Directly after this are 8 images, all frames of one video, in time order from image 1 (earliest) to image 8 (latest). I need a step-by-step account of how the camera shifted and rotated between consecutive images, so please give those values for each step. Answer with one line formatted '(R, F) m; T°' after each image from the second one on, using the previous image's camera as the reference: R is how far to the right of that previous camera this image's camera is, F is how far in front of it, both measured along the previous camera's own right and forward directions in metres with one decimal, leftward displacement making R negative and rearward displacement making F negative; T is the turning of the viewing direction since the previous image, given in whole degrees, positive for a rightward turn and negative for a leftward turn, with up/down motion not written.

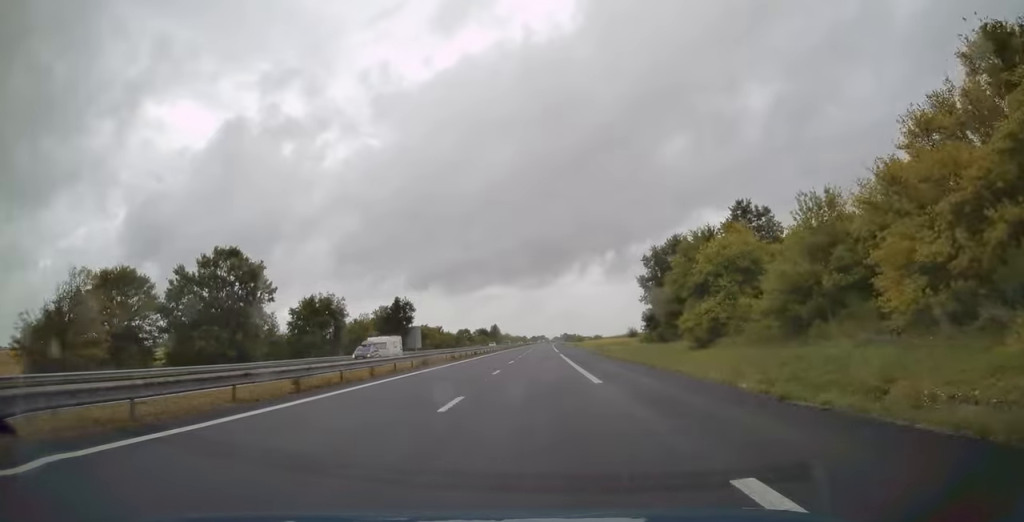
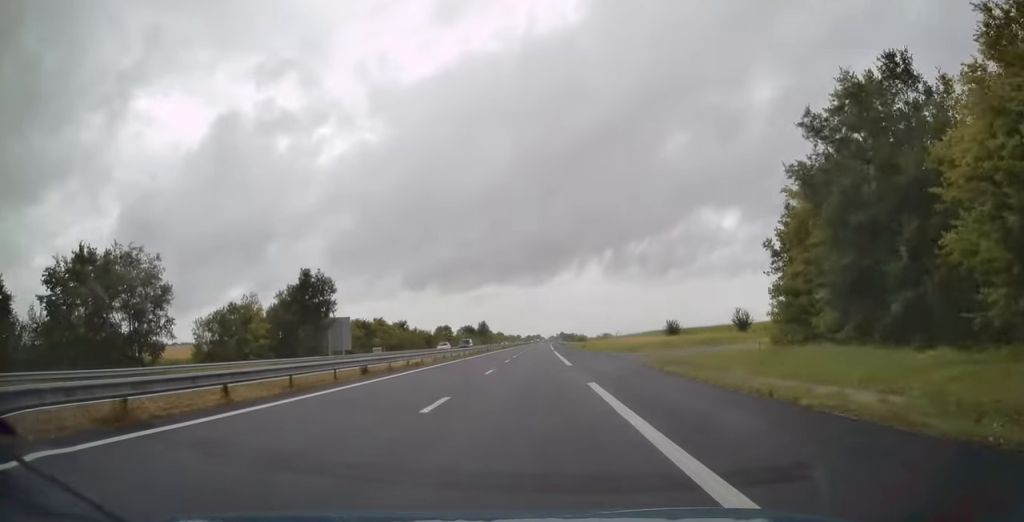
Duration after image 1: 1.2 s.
(+0.3, +39.7) m; +1°
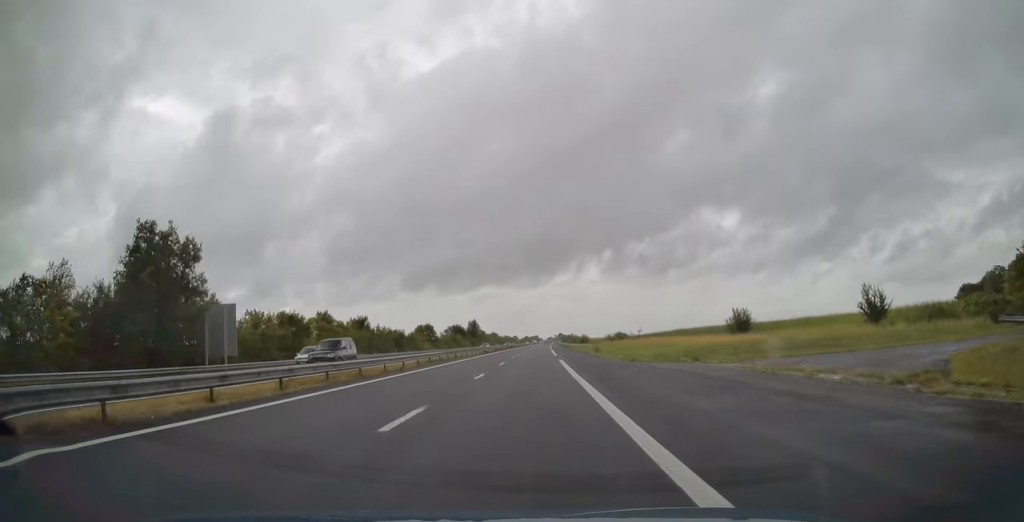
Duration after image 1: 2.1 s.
(0.0, +28.5) m; 0°
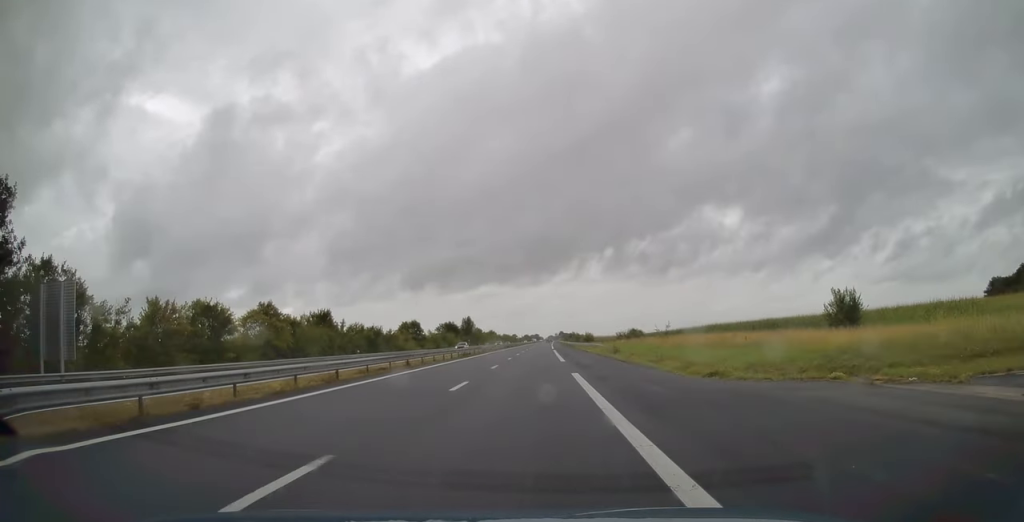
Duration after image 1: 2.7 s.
(0.0, +18.9) m; 0°
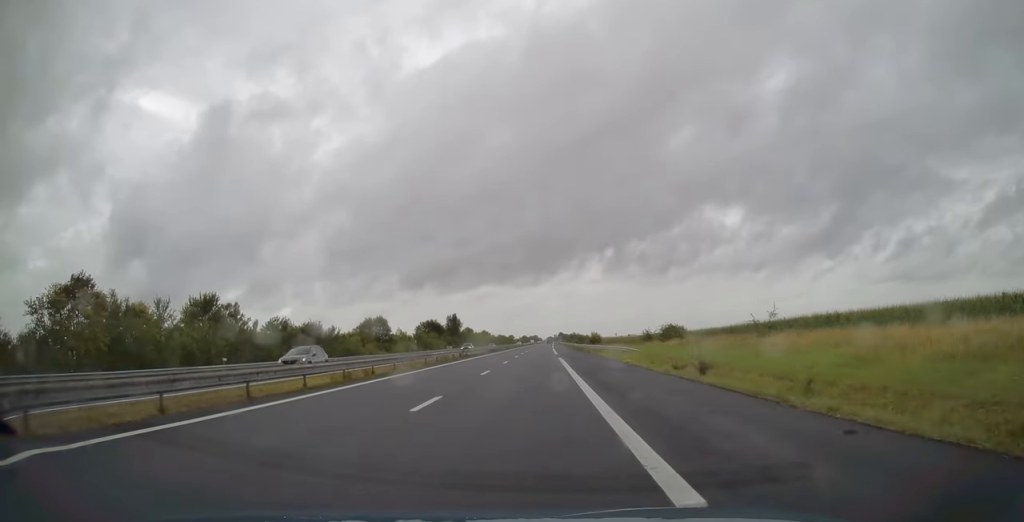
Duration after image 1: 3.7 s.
(0.0, +31.3) m; 0°
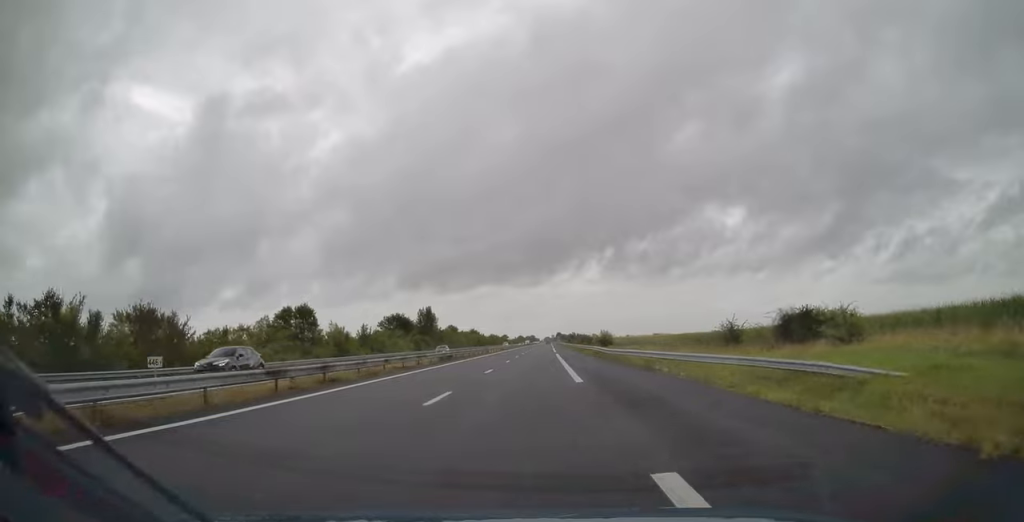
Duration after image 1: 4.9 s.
(0.0, +38.3) m; 0°
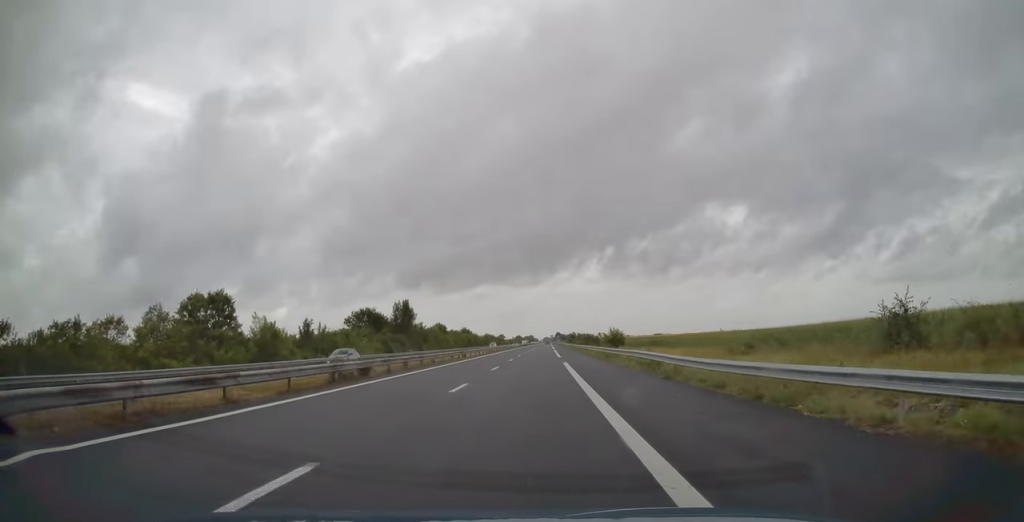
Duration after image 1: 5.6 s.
(0.0, +23.2) m; 0°
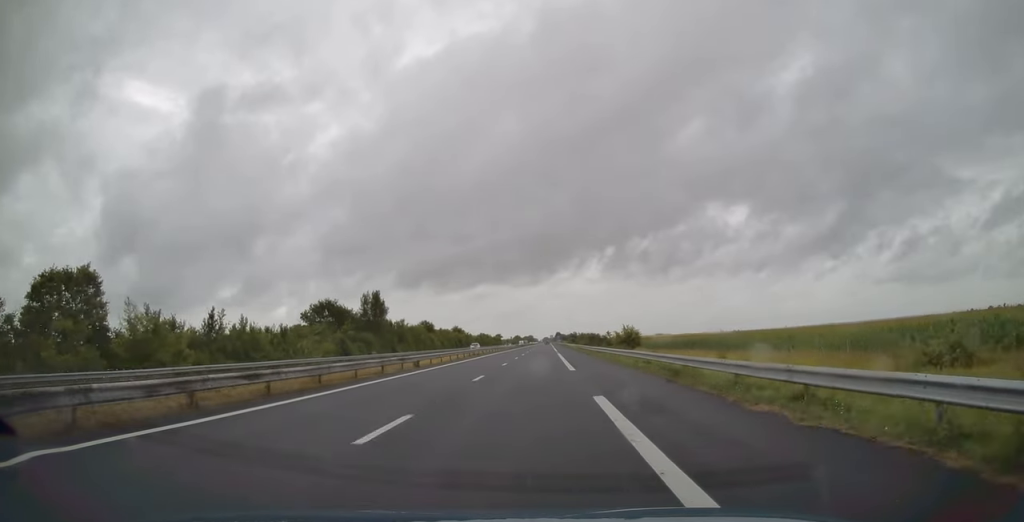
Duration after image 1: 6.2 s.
(0.0, +21.6) m; 0°
